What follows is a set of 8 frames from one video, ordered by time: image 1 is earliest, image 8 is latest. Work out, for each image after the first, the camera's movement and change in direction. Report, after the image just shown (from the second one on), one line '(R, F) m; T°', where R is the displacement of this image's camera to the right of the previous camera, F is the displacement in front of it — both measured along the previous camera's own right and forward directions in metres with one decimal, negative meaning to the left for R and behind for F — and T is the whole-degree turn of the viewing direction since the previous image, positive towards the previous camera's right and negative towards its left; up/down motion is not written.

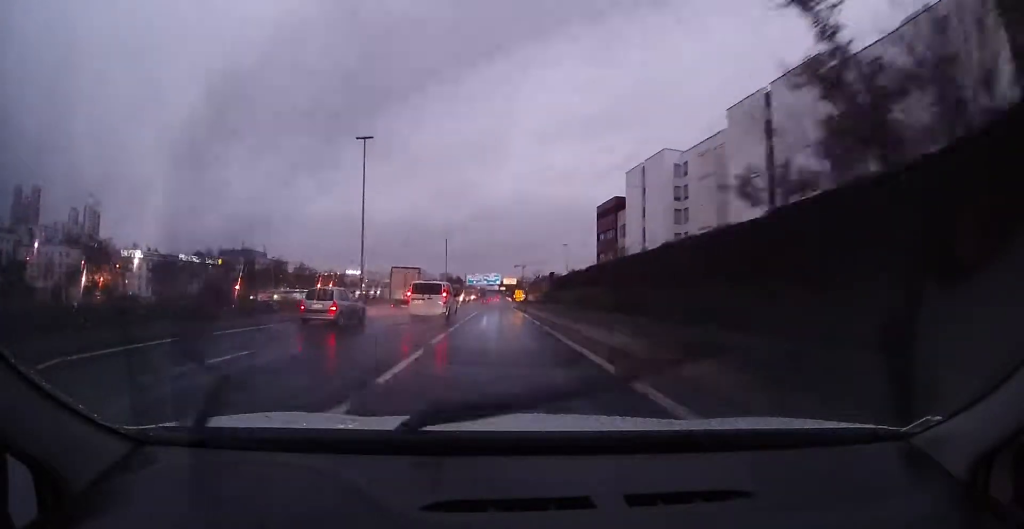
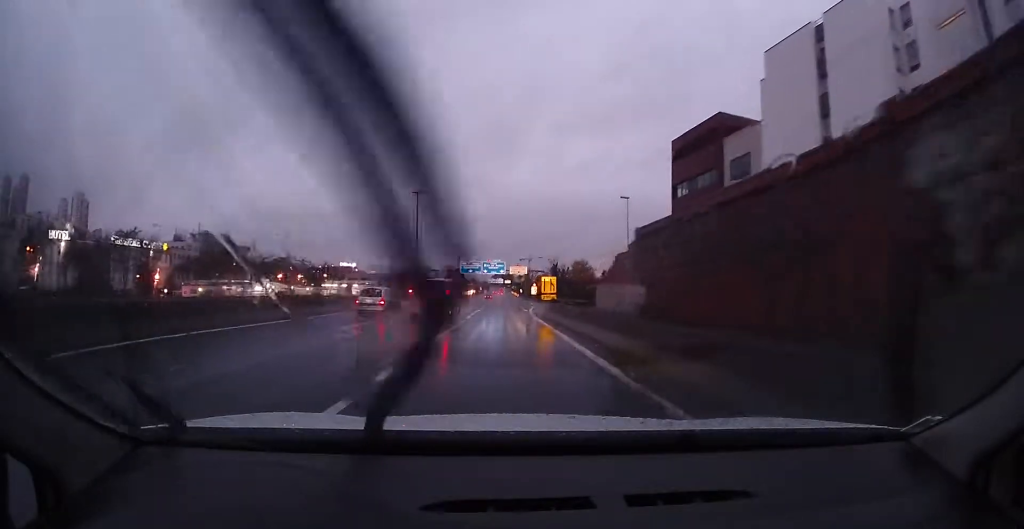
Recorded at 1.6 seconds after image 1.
(-0.1, +30.8) m; 0°
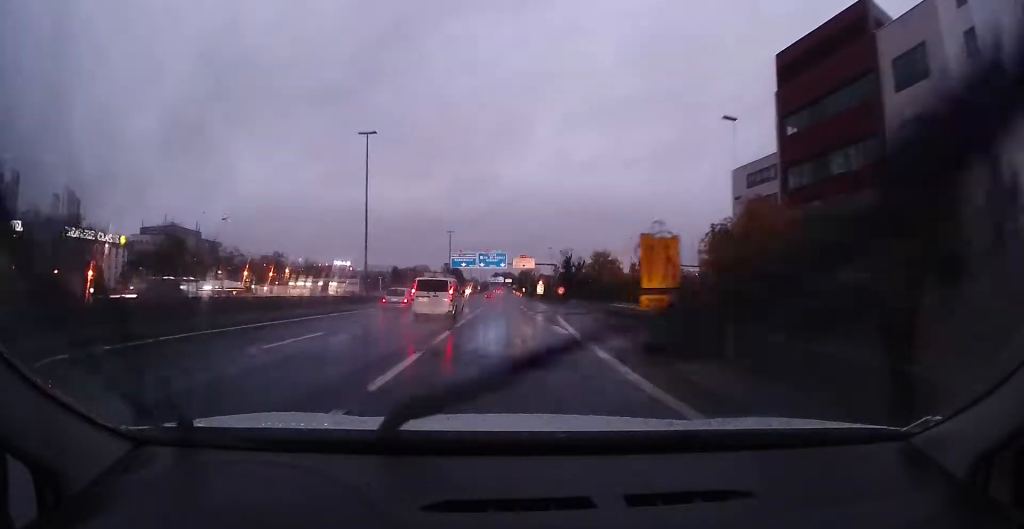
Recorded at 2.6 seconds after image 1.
(+0.1, +18.6) m; -1°
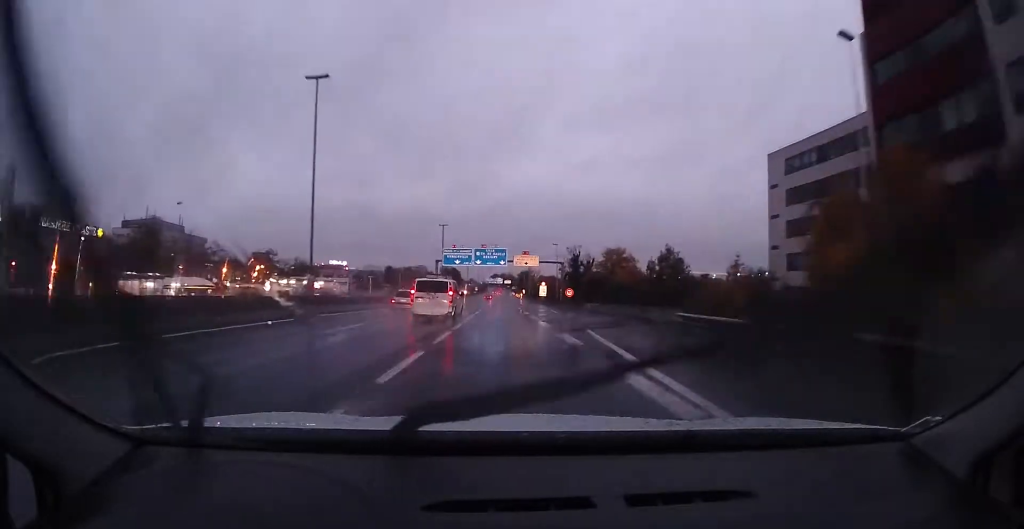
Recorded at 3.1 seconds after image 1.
(-0.3, +9.0) m; 0°
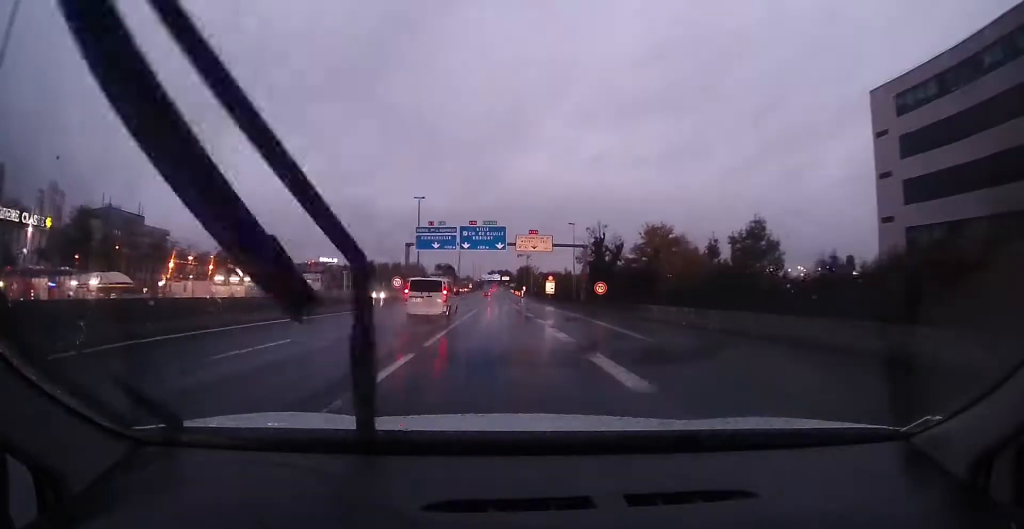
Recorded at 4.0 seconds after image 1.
(-0.1, +18.6) m; +1°
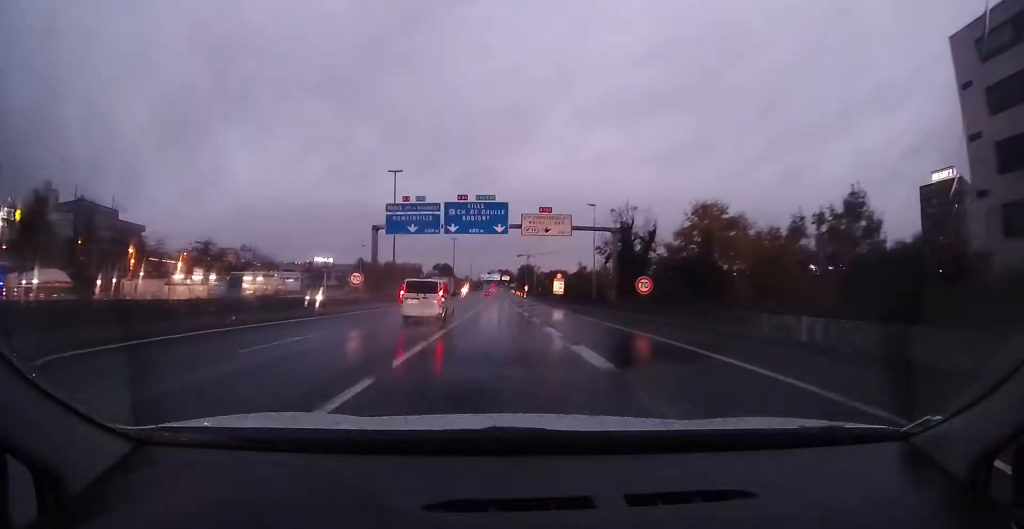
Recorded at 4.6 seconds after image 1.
(+0.1, +11.5) m; +1°
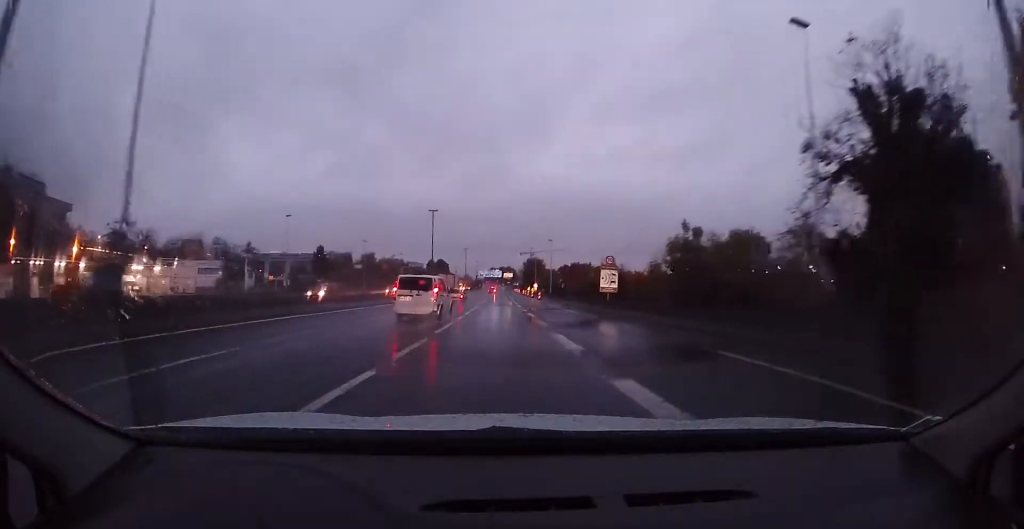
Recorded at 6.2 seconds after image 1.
(+0.3, +30.5) m; 0°
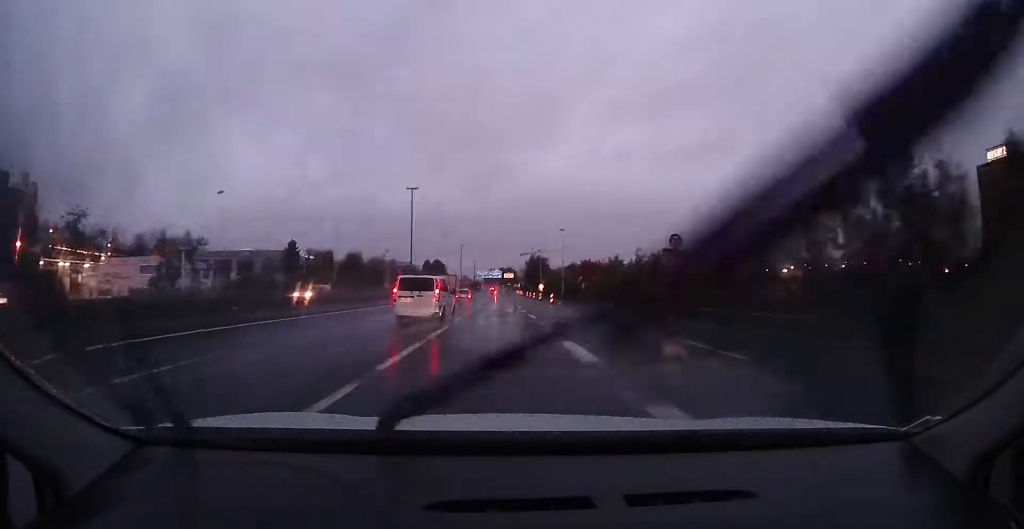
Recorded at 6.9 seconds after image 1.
(-0.1, +14.5) m; 0°
